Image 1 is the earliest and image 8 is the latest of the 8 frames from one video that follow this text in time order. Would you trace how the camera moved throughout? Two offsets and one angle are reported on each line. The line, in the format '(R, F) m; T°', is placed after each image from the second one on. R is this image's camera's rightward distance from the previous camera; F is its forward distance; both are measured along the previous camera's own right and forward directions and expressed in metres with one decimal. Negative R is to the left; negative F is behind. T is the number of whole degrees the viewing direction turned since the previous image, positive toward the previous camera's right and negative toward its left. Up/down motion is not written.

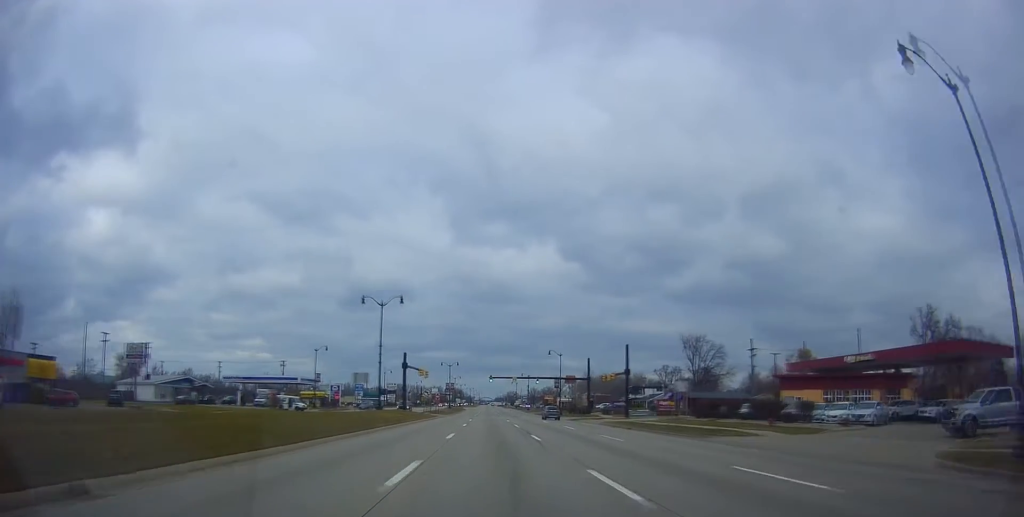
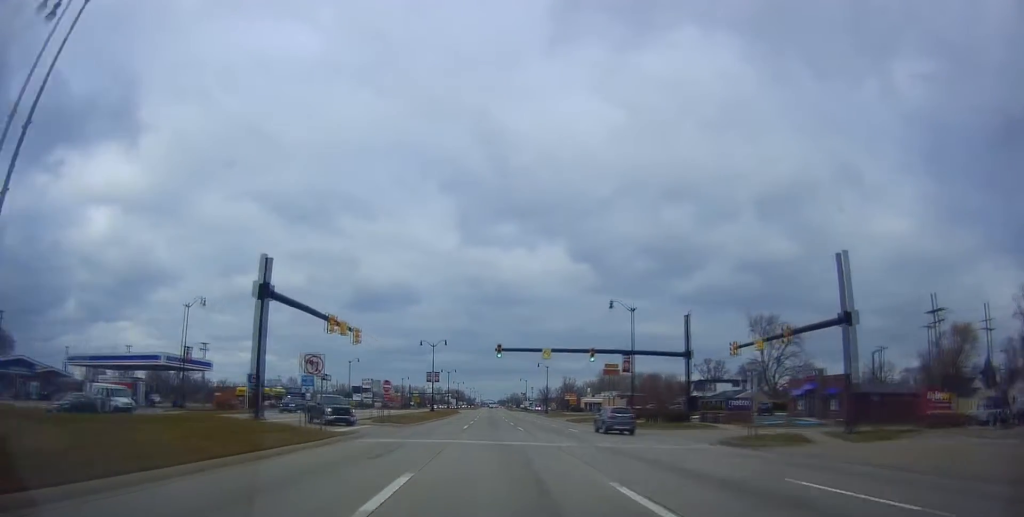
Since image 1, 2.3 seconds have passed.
(+0.6, +48.3) m; +1°
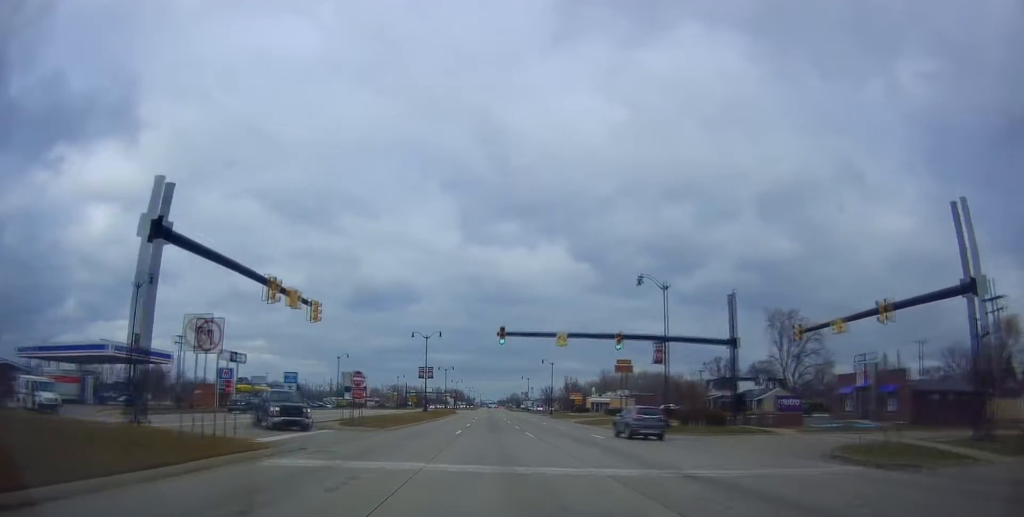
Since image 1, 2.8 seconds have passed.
(-0.4, +9.8) m; 0°
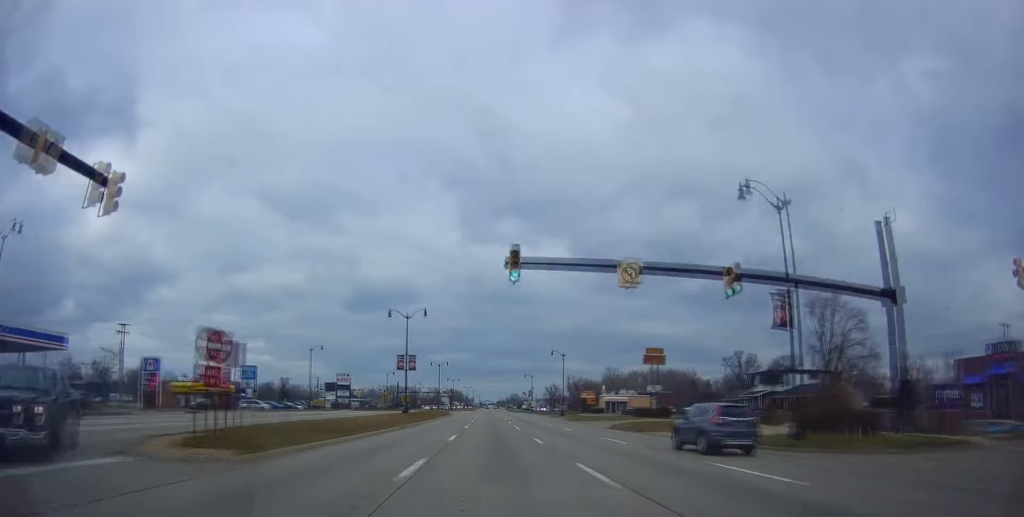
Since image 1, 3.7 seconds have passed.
(+0.6, +18.3) m; +1°
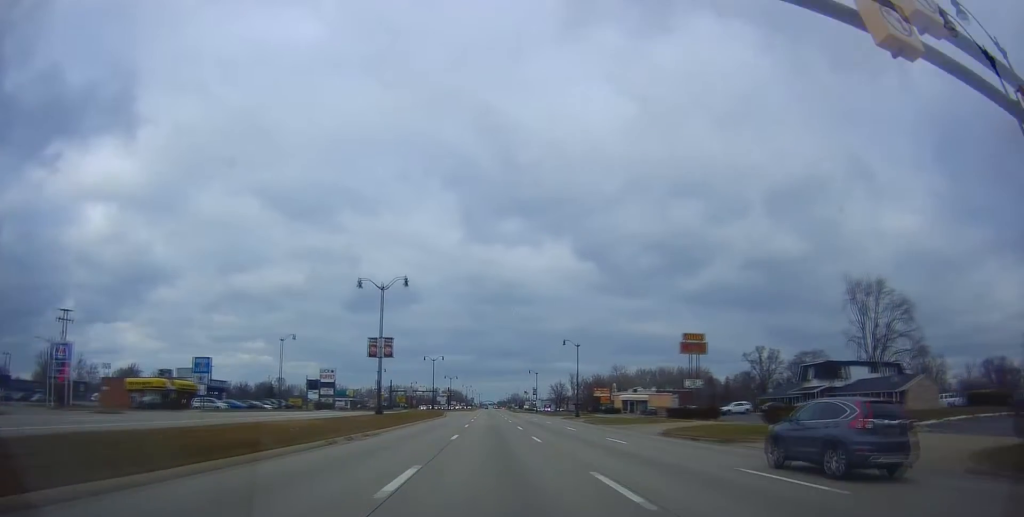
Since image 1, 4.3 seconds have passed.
(-0.1, +14.4) m; 0°
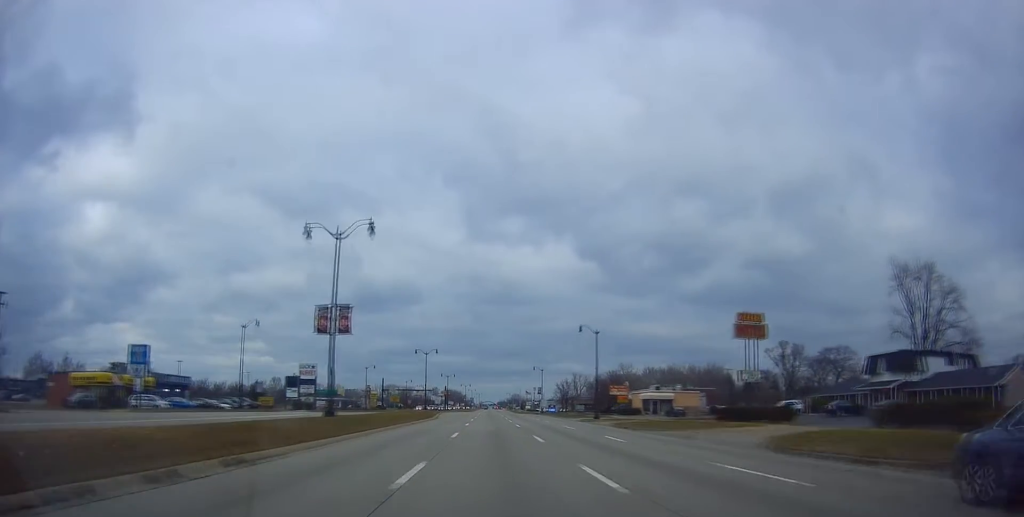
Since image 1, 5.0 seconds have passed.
(-0.2, +14.6) m; 0°
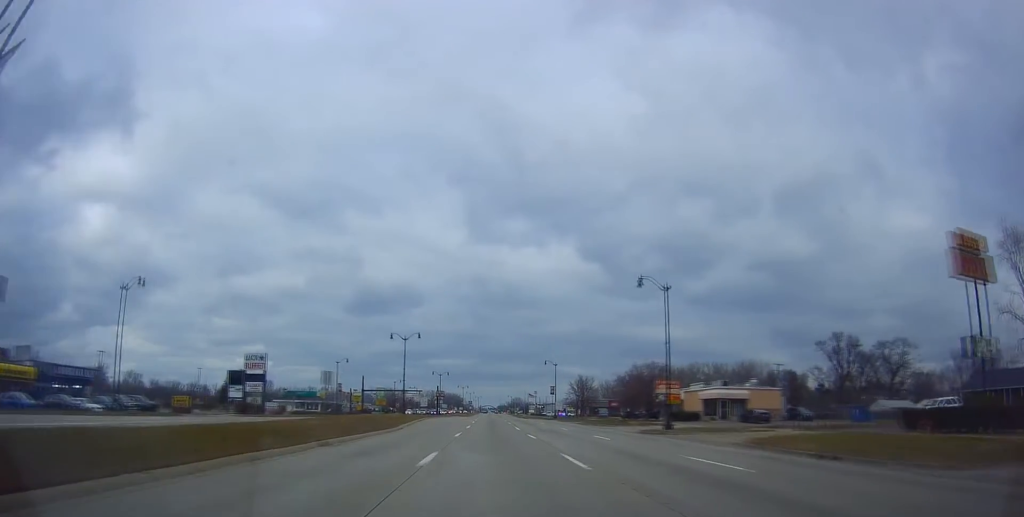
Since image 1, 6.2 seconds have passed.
(-0.1, +27.1) m; -1°
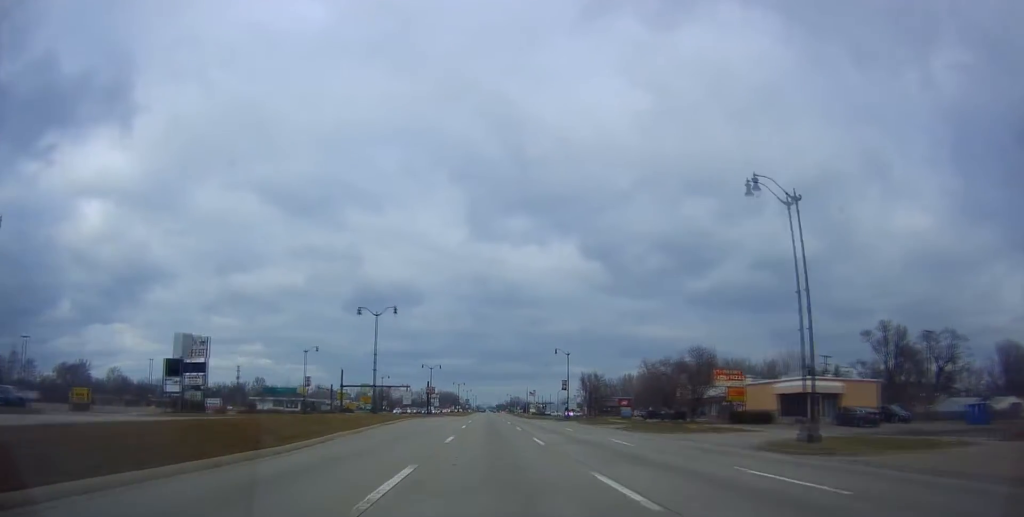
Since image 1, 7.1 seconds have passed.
(-0.3, +19.1) m; 0°
